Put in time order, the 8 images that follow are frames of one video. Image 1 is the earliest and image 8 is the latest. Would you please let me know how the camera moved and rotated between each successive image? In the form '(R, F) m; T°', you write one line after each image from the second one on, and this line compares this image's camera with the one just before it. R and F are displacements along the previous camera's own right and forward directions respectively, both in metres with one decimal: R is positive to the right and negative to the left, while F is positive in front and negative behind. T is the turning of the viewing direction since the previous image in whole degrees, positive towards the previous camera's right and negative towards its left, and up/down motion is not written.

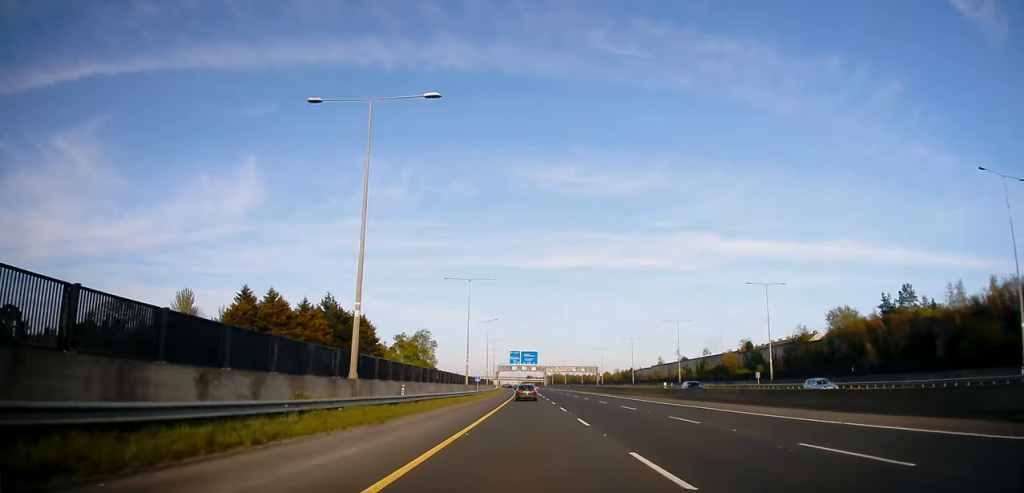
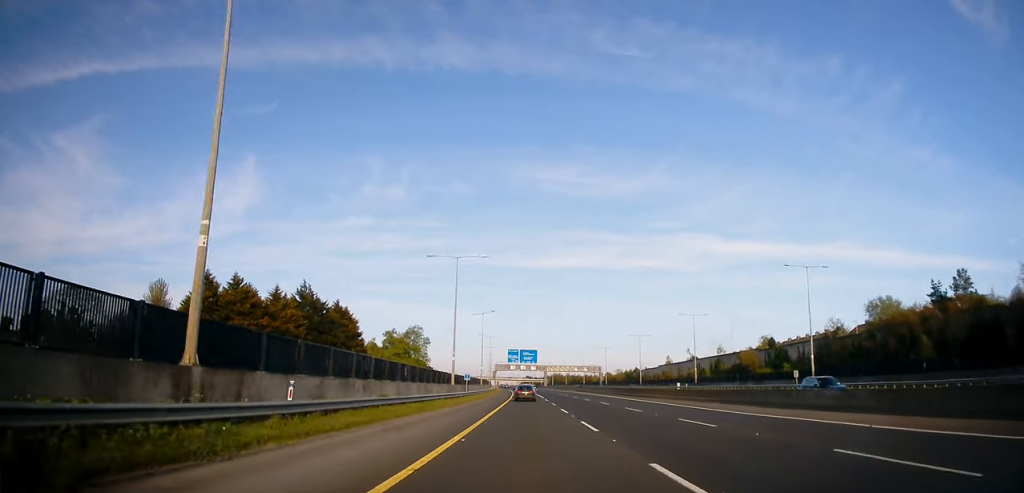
(-0.1, +12.7) m; 0°
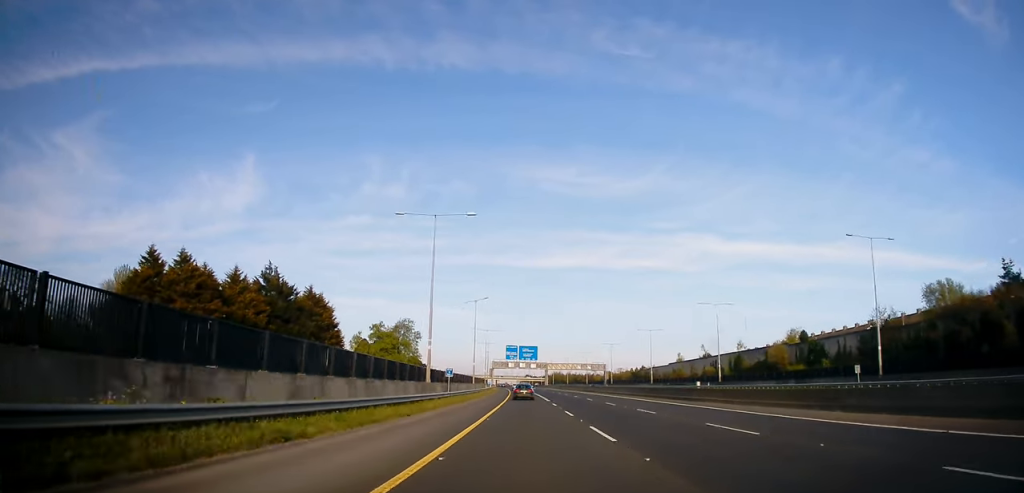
(-0.3, +14.9) m; 0°
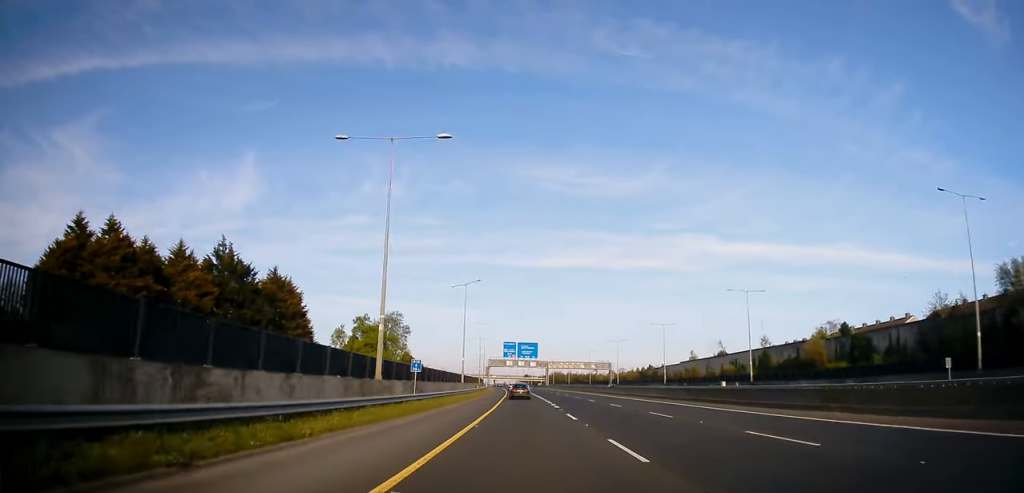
(+0.1, +16.1) m; +1°
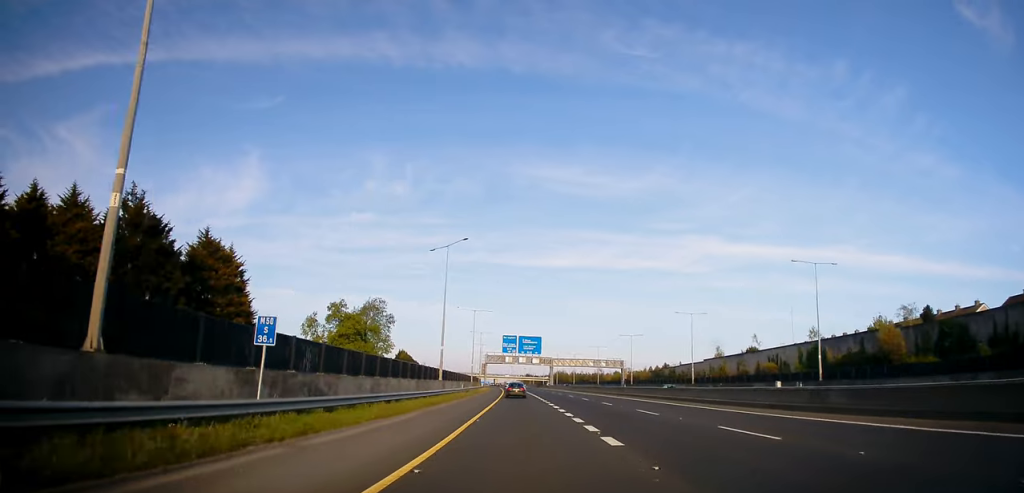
(+0.2, +21.4) m; +1°
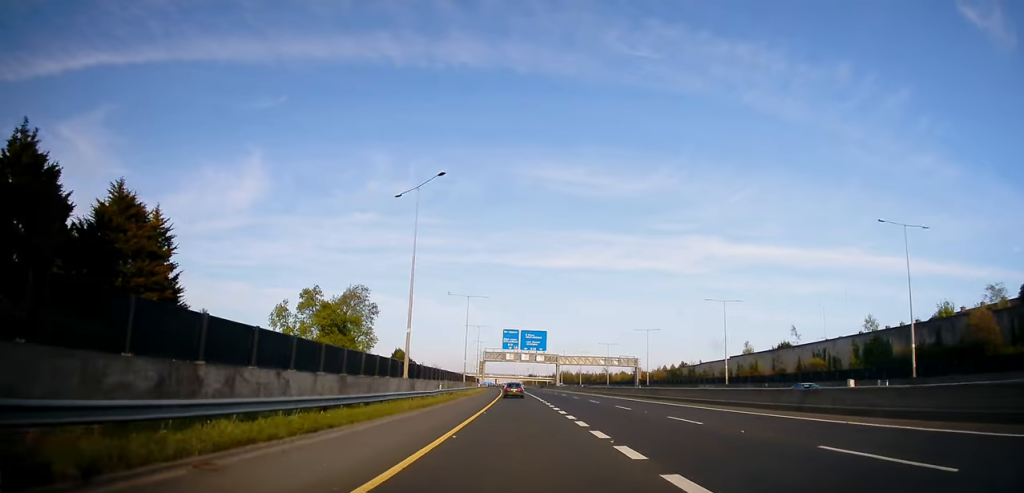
(0.0, +17.1) m; 0°
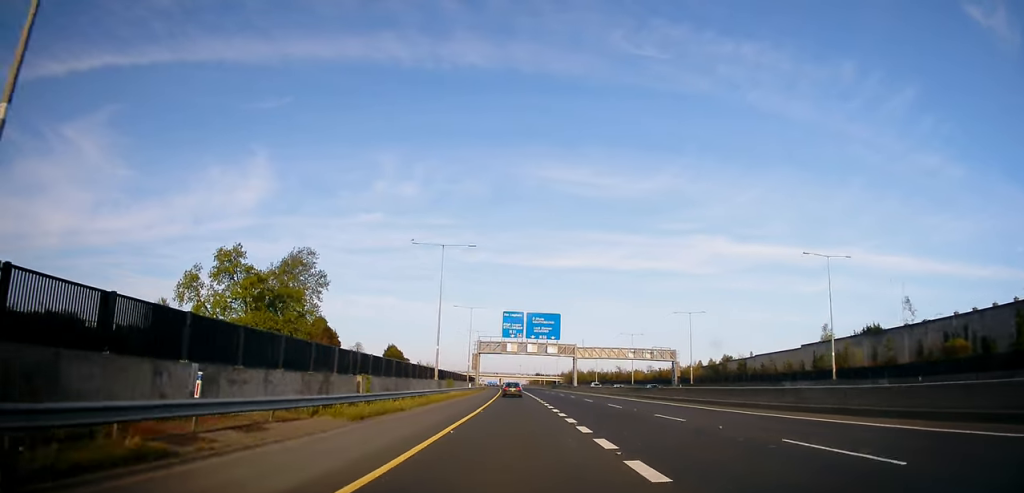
(-0.2, +34.0) m; -1°
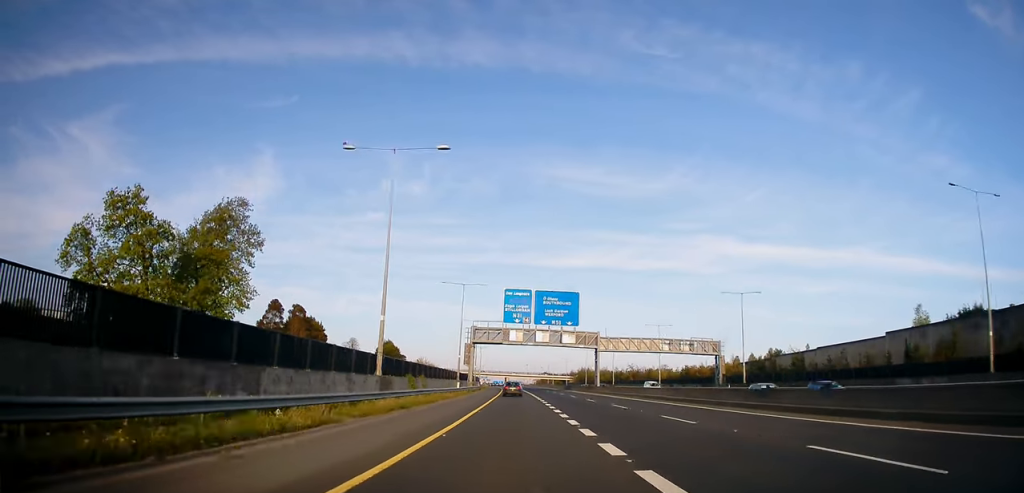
(-0.4, +24.1) m; -1°
